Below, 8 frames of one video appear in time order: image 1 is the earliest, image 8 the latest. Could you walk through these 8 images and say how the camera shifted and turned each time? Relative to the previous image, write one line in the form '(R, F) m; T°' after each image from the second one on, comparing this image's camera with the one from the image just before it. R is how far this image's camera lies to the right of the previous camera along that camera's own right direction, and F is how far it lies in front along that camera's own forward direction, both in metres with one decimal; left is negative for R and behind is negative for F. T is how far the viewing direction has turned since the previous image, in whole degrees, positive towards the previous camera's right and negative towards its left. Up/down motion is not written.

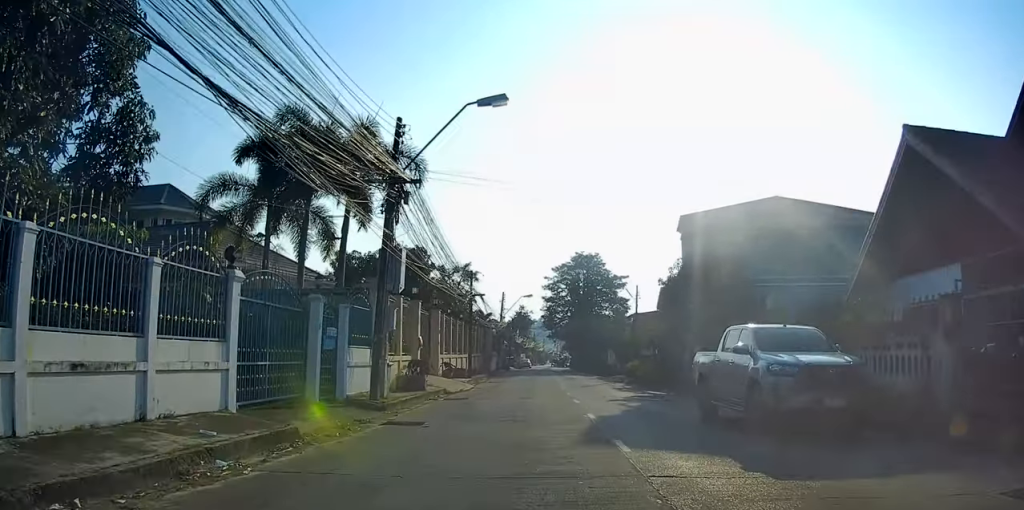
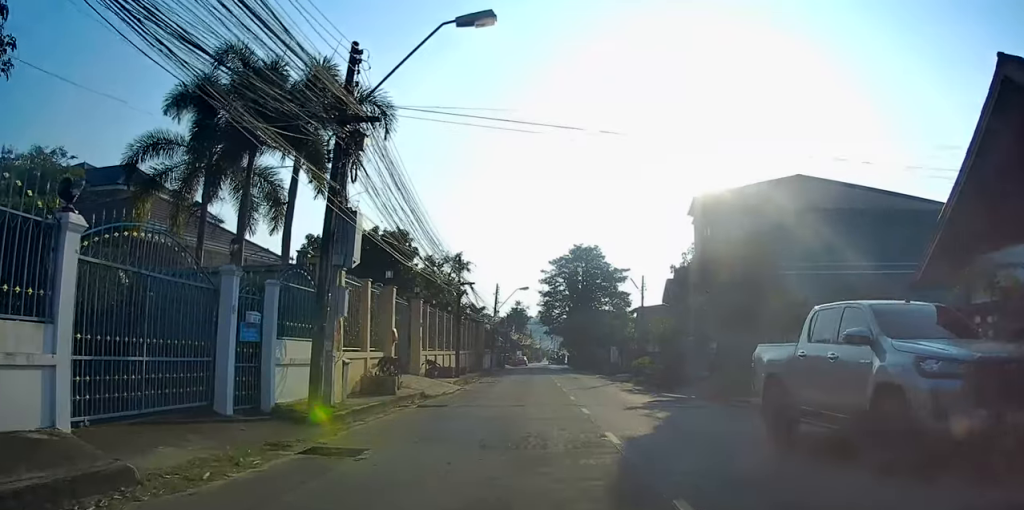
(-0.1, +4.0) m; +4°
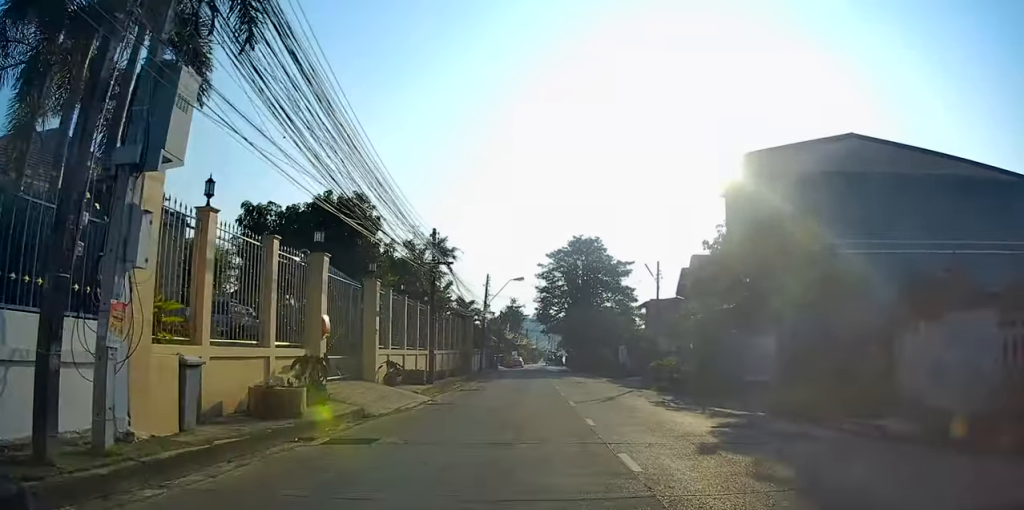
(+0.6, +6.4) m; +5°
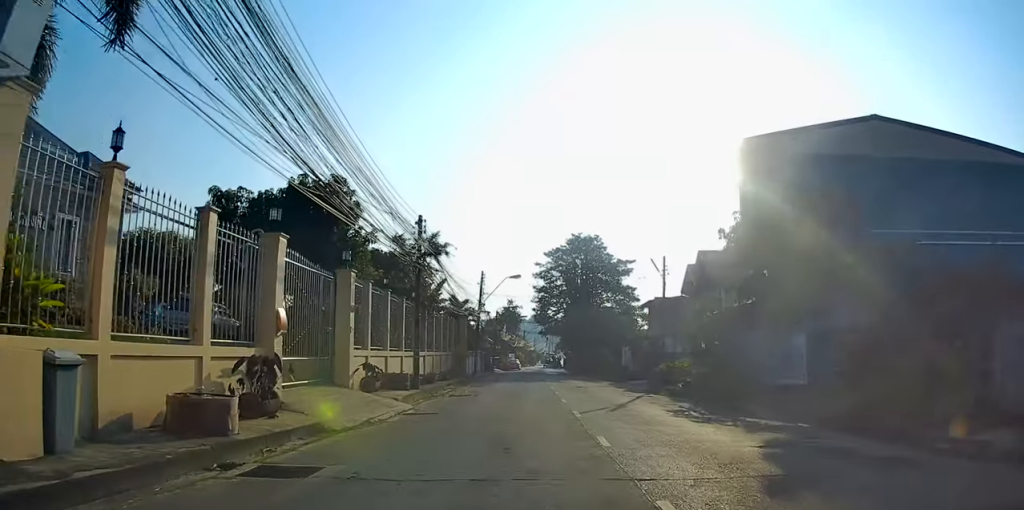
(+0.1, +2.4) m; 0°
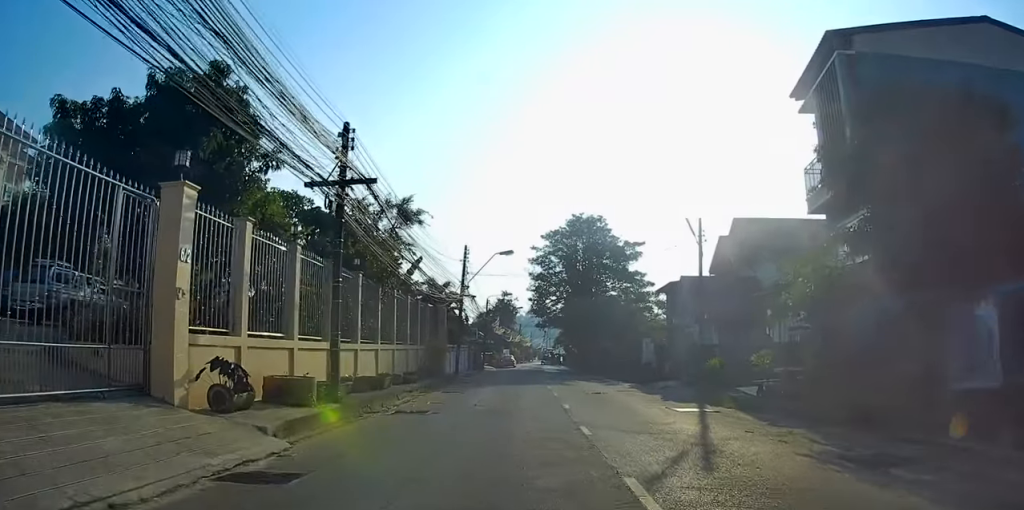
(-0.8, +8.1) m; -7°
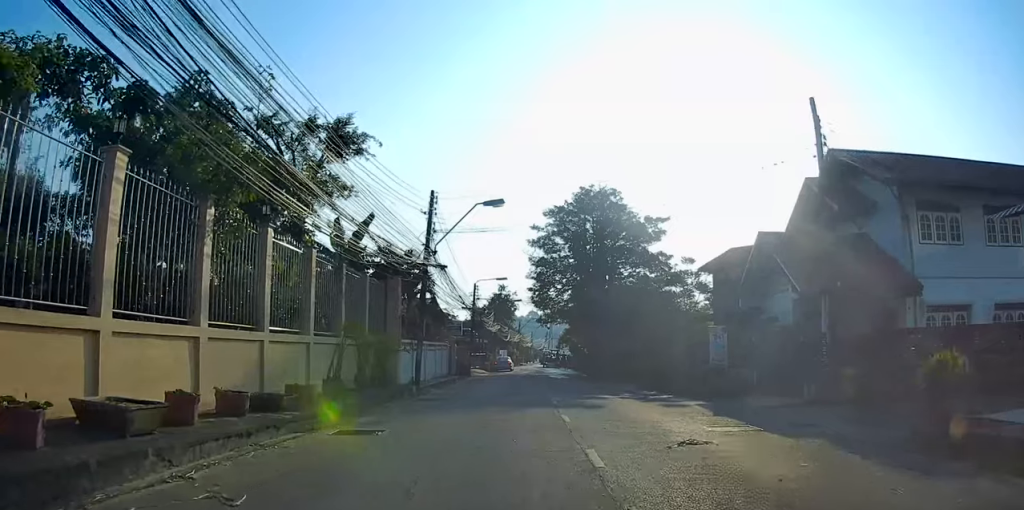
(-0.1, +11.7) m; -1°
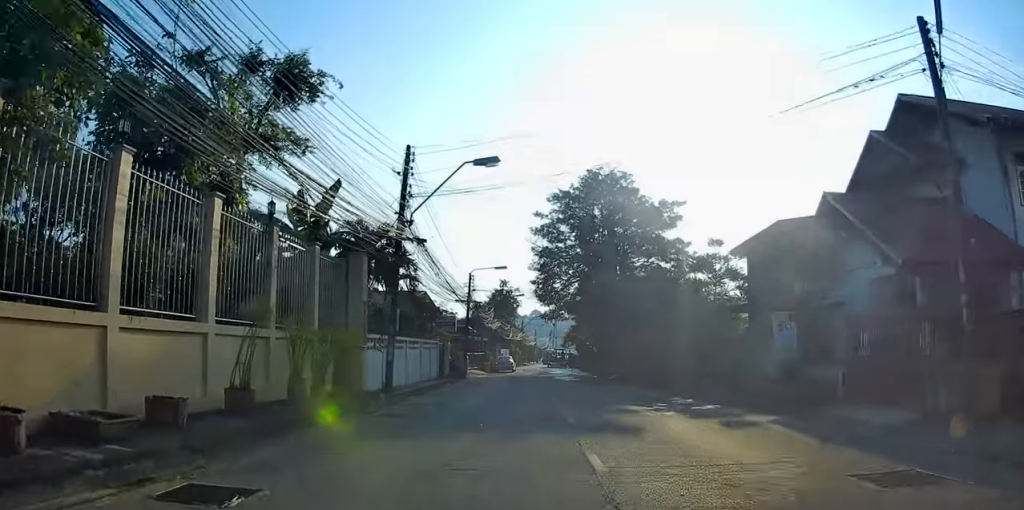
(-0.1, +5.1) m; -3°
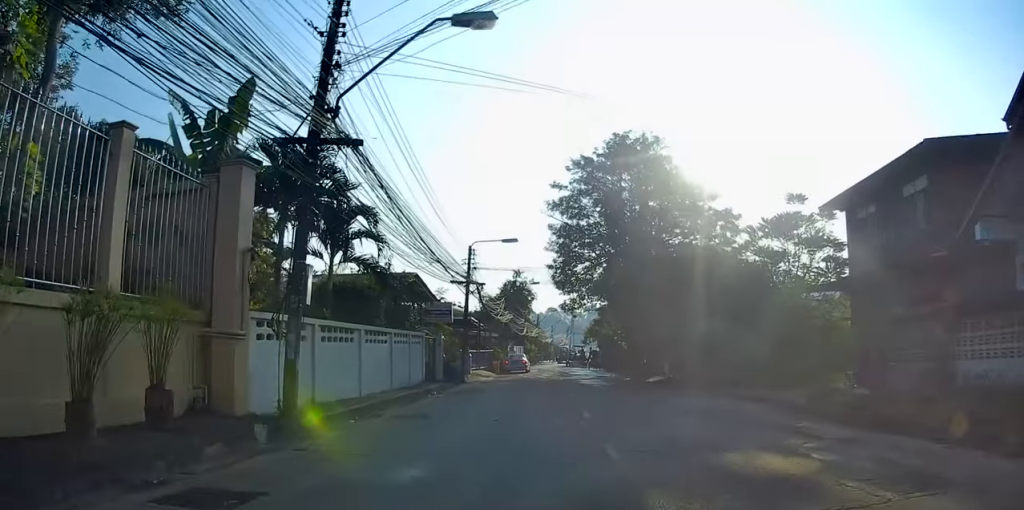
(-0.4, +8.6) m; -4°
